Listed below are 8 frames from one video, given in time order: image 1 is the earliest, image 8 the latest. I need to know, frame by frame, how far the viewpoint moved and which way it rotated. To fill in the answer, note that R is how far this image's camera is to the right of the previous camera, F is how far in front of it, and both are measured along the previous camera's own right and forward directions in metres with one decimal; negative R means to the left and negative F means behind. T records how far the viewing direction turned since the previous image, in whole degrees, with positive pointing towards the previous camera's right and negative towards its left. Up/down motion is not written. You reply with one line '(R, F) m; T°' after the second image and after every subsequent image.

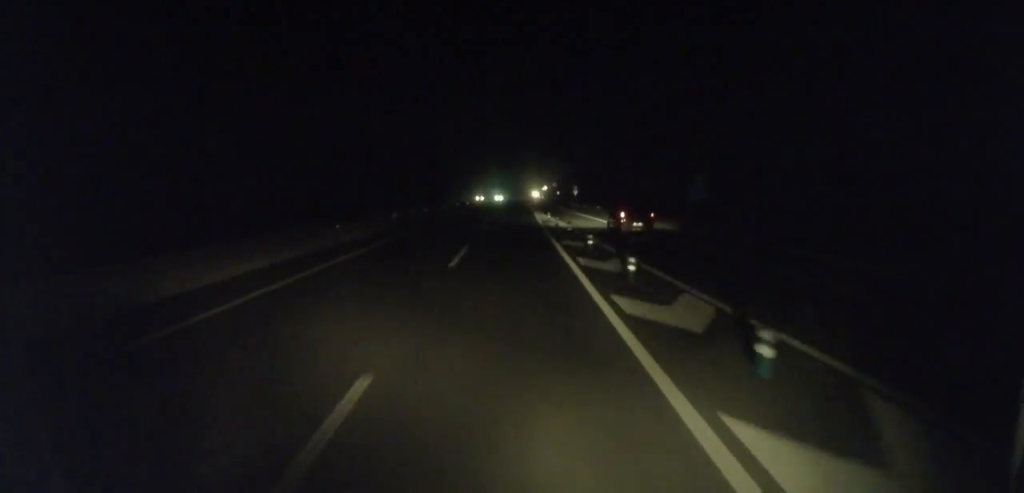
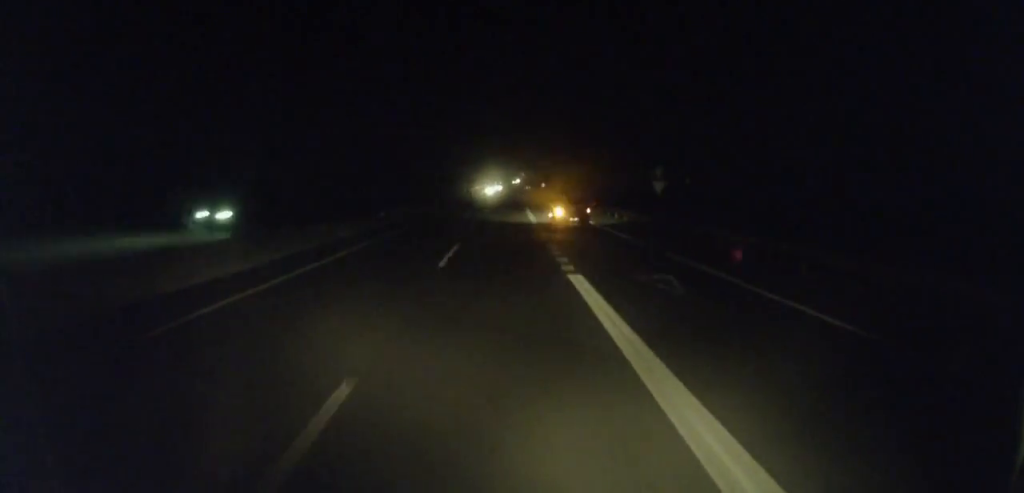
(+2.1, +85.2) m; +2°
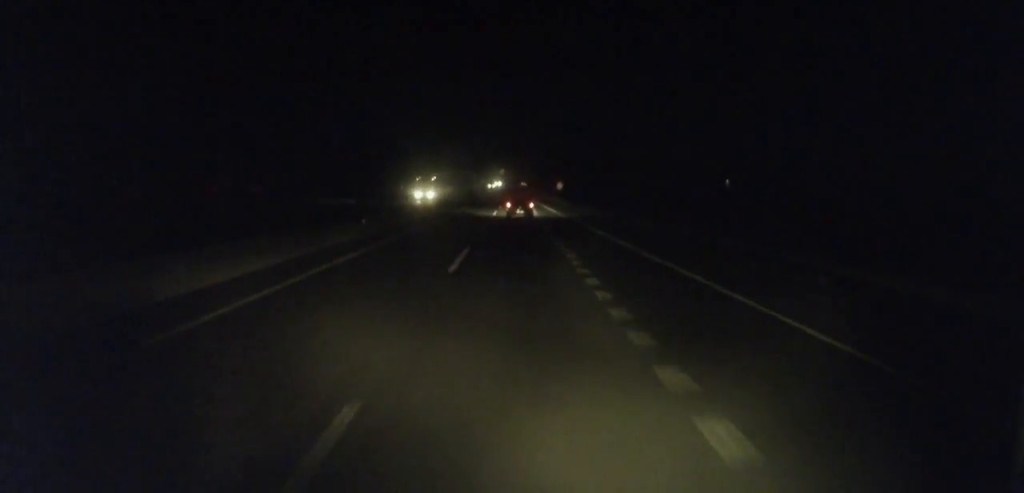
(+1.7, +101.6) m; +2°
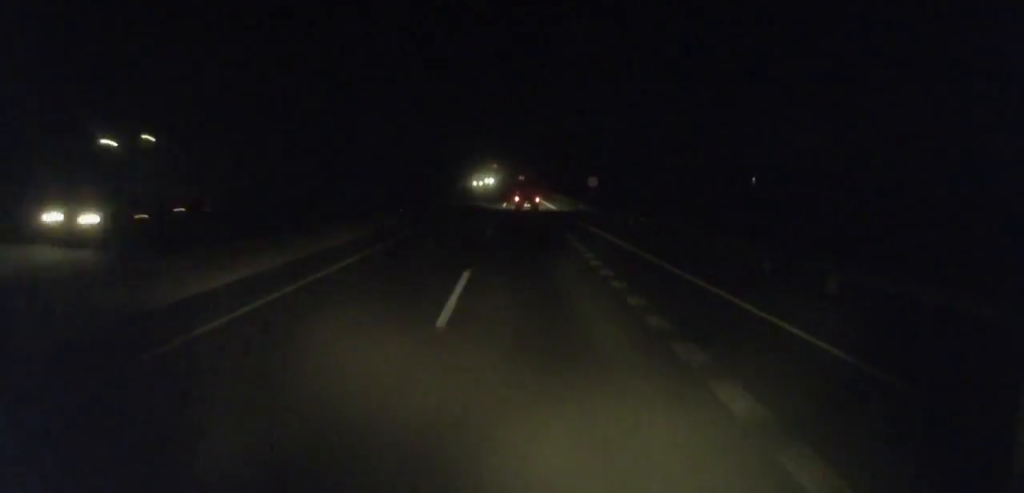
(+0.7, +40.6) m; +1°
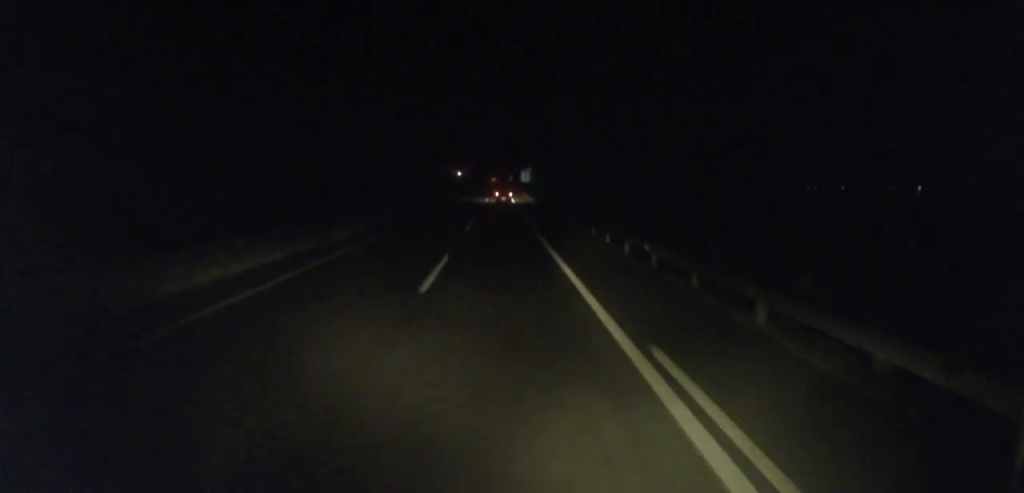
(+3.0, +144.5) m; +2°
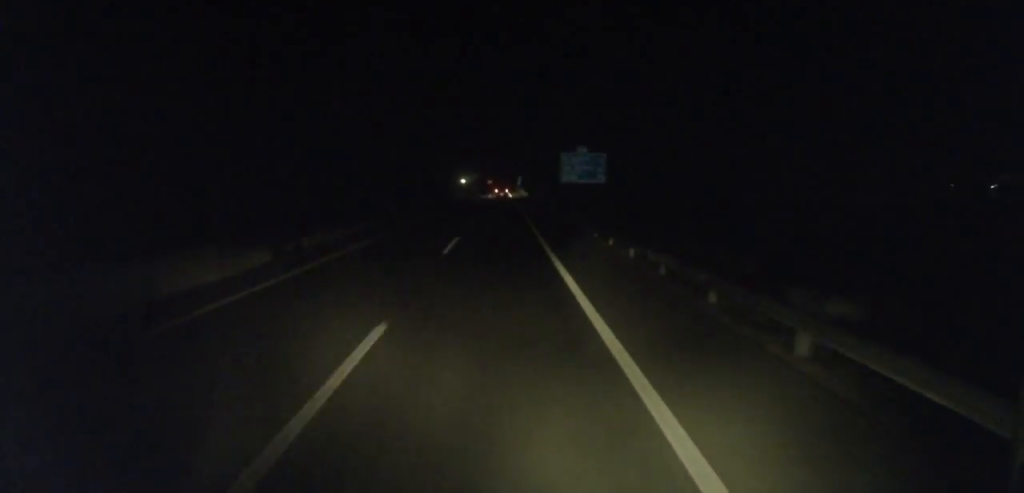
(+0.1, +94.7) m; 0°
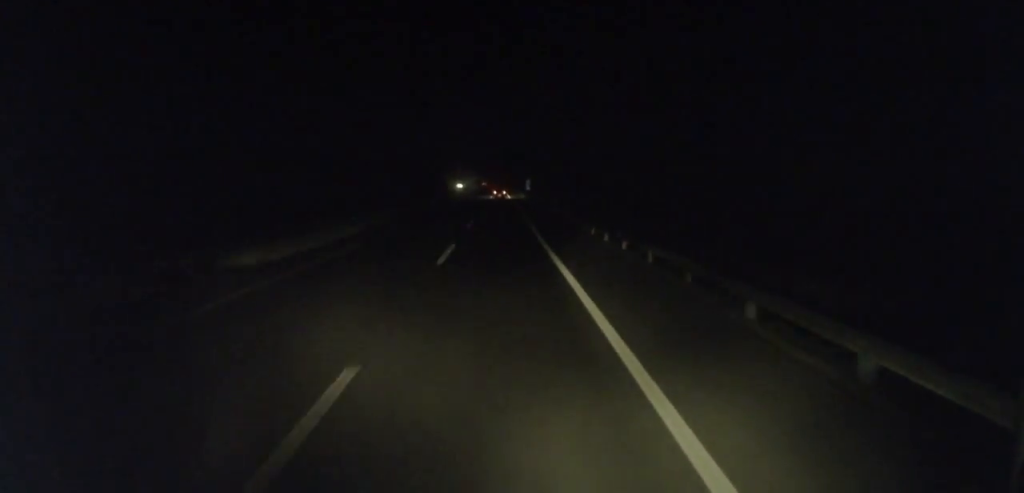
(-0.4, +53.5) m; 0°
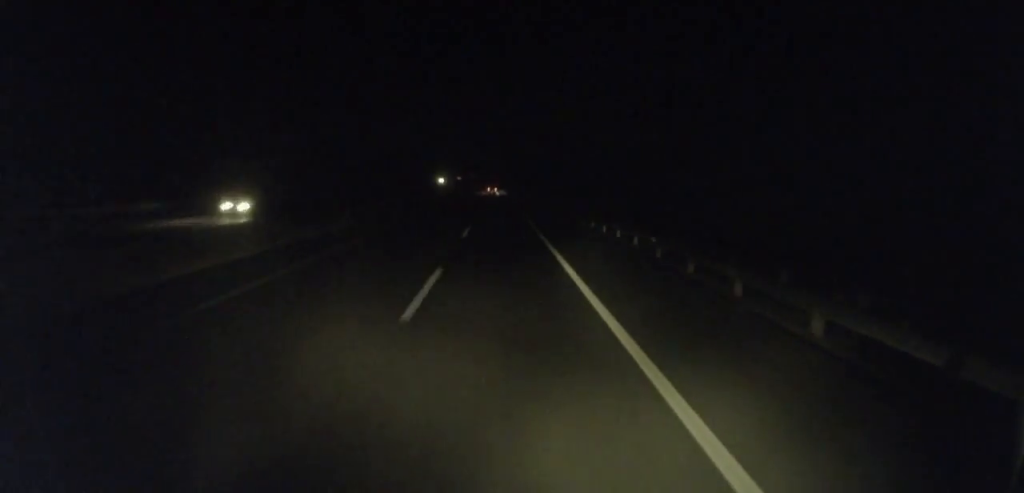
(-1.0, +143.8) m; 0°
